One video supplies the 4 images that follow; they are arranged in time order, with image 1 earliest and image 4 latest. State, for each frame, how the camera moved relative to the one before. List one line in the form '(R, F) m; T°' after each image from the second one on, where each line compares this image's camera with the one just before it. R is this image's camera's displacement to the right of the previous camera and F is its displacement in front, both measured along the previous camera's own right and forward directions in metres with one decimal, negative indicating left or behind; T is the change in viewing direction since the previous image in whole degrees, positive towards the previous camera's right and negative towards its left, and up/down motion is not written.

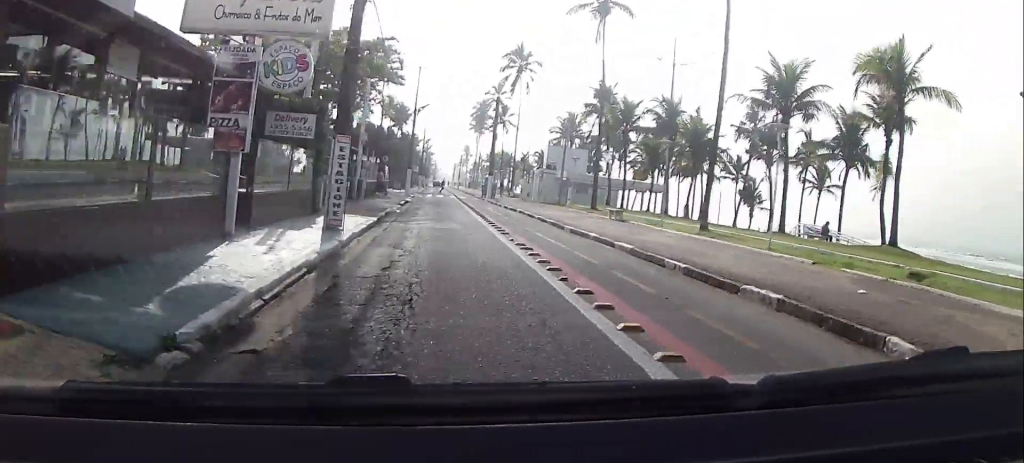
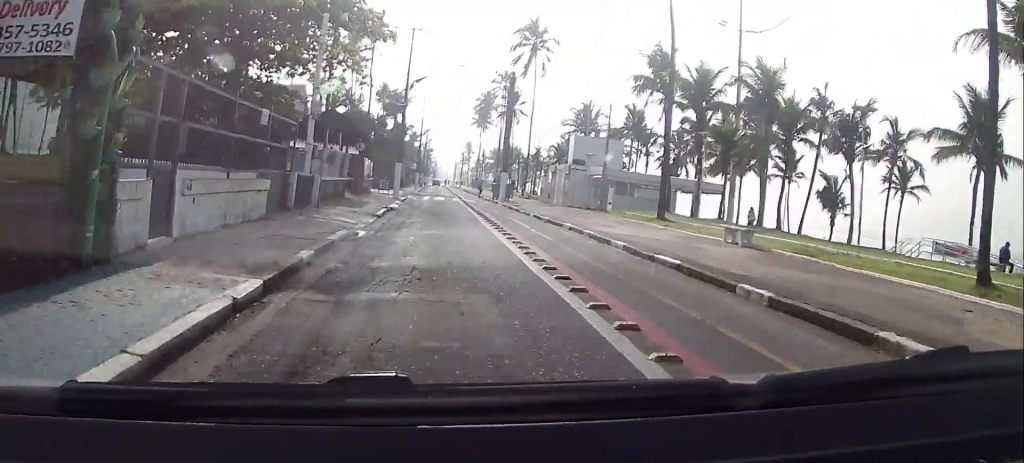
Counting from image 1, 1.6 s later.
(+0.2, +13.6) m; 0°
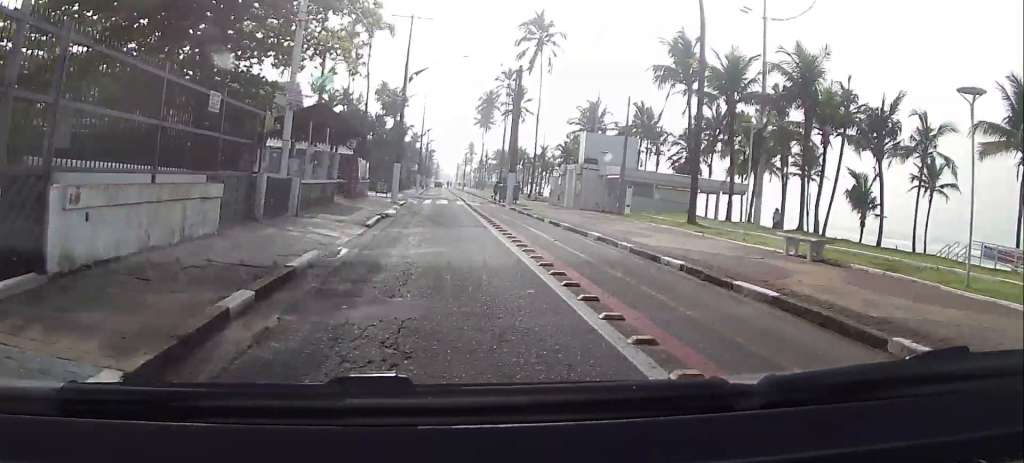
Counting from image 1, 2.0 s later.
(-0.2, +3.6) m; 0°
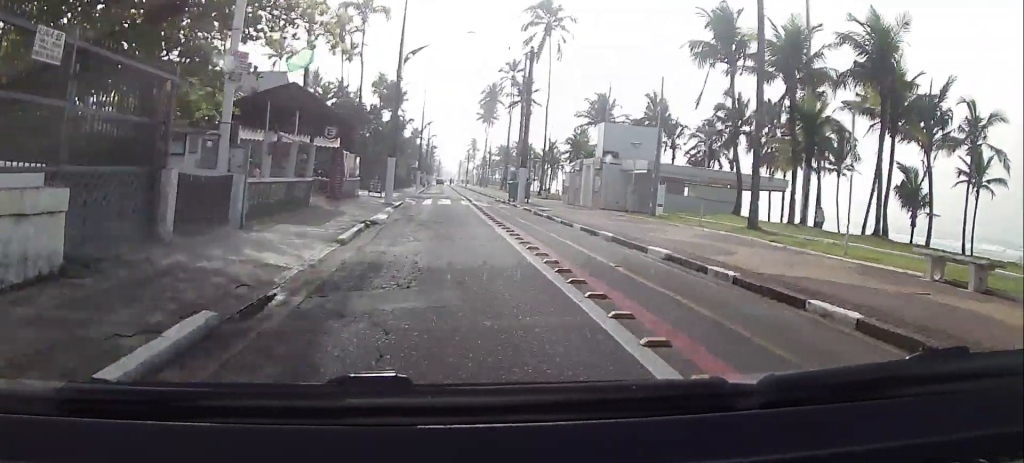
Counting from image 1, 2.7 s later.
(0.0, +5.5) m; +1°
